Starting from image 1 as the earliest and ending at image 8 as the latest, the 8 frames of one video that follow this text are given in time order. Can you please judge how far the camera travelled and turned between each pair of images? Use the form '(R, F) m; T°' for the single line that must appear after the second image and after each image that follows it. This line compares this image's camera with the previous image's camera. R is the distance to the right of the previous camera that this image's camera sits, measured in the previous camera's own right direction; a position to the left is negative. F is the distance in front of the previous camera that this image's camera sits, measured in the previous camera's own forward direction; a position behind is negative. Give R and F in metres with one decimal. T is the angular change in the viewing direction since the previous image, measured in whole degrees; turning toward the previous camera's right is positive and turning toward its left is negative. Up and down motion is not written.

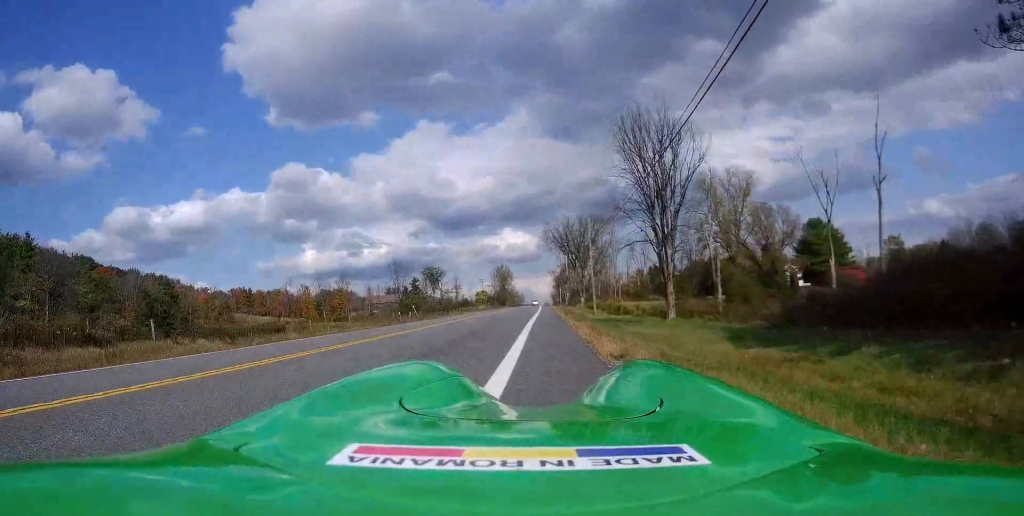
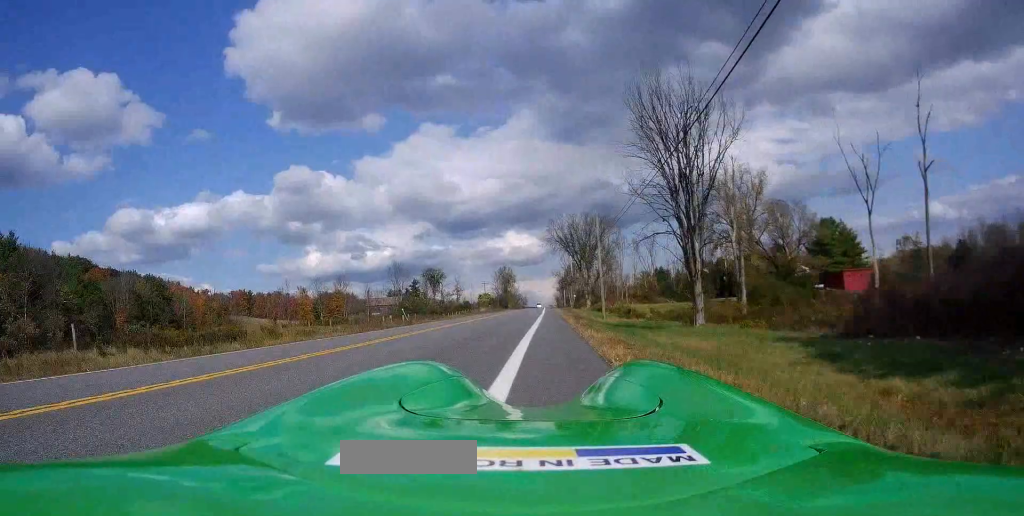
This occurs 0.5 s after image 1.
(-0.1, +5.3) m; +1°
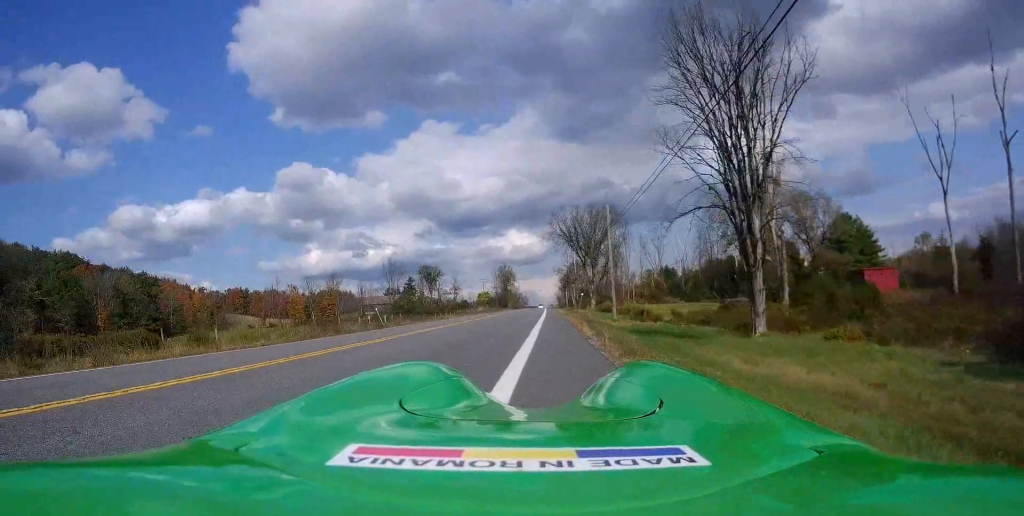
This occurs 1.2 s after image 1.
(+0.4, +7.9) m; +2°
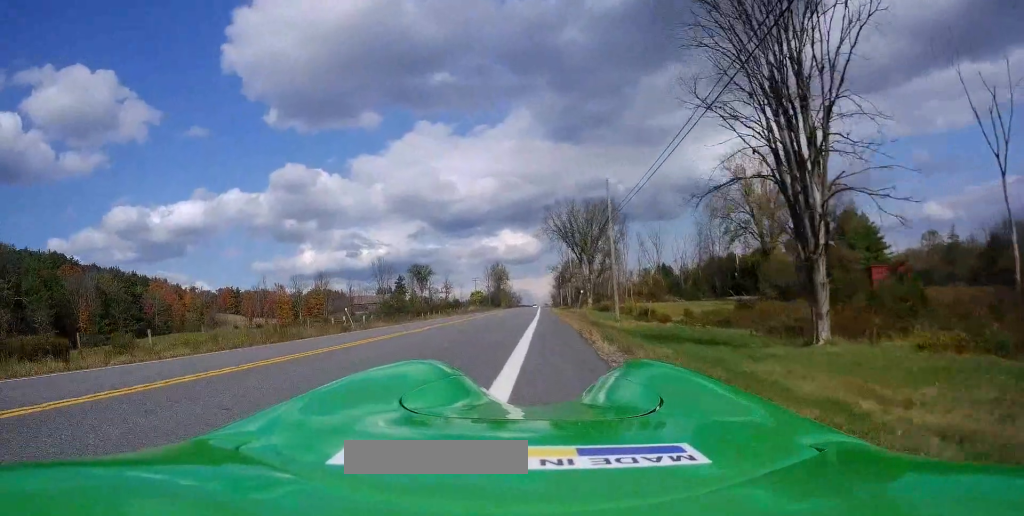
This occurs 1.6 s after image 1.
(+0.1, +5.1) m; +1°
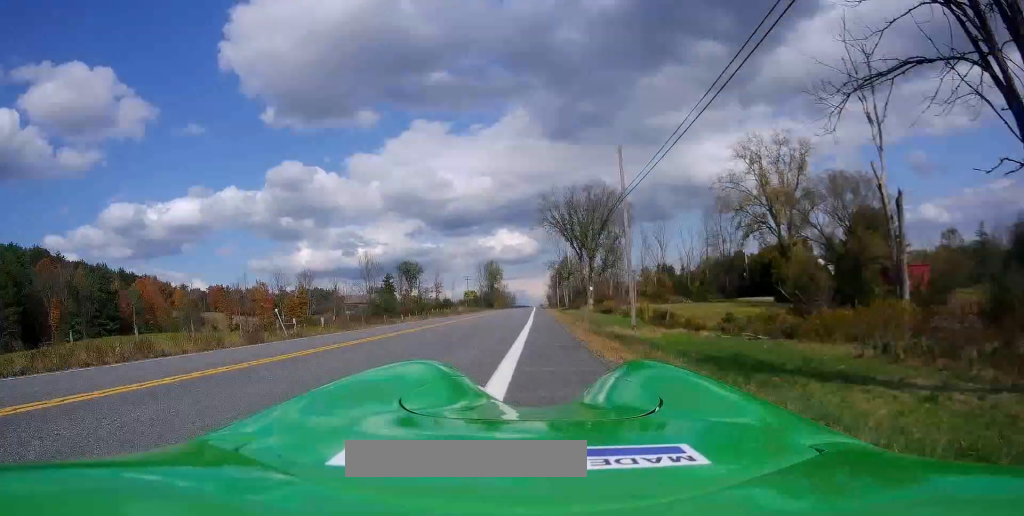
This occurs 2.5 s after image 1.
(0.0, +9.1) m; -1°
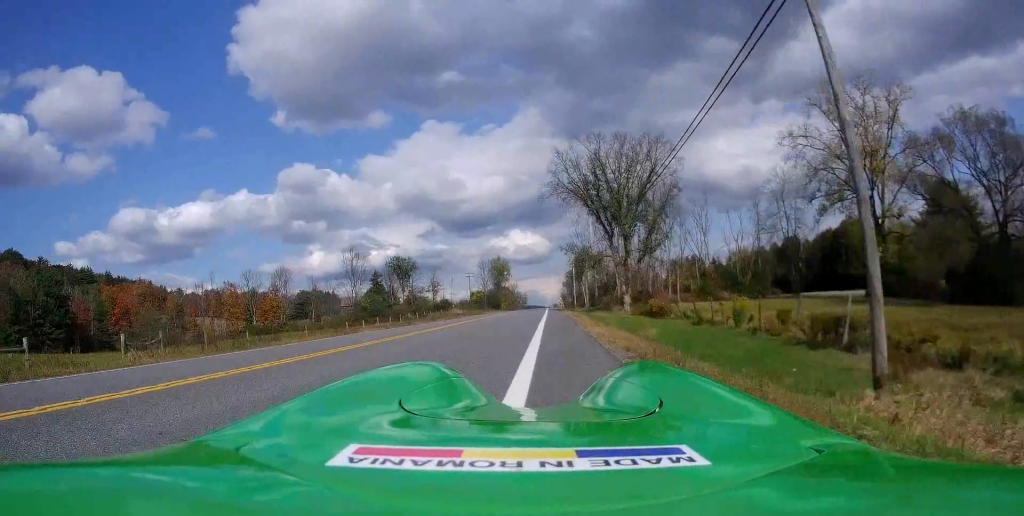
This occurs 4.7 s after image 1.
(-0.5, +23.5) m; +1°
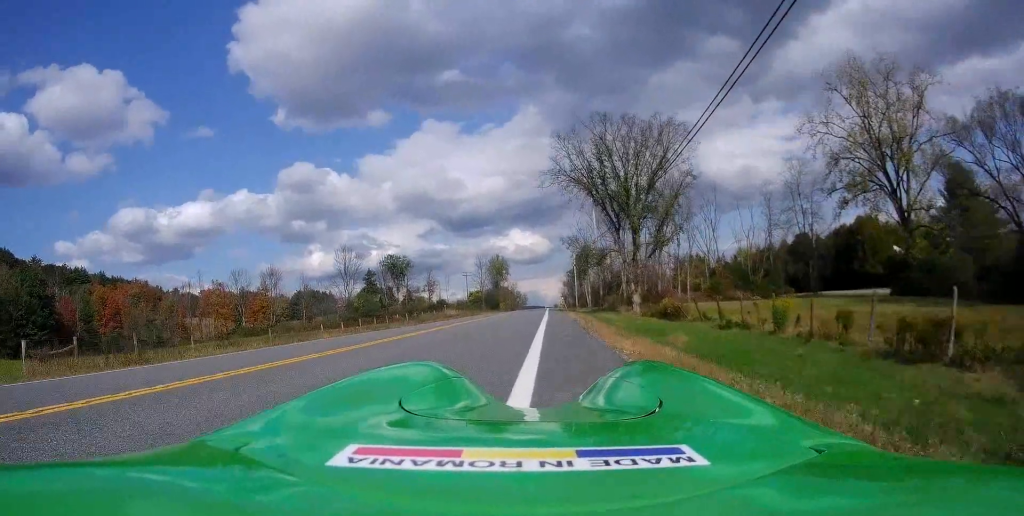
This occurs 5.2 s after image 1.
(+0.3, +5.5) m; +1°
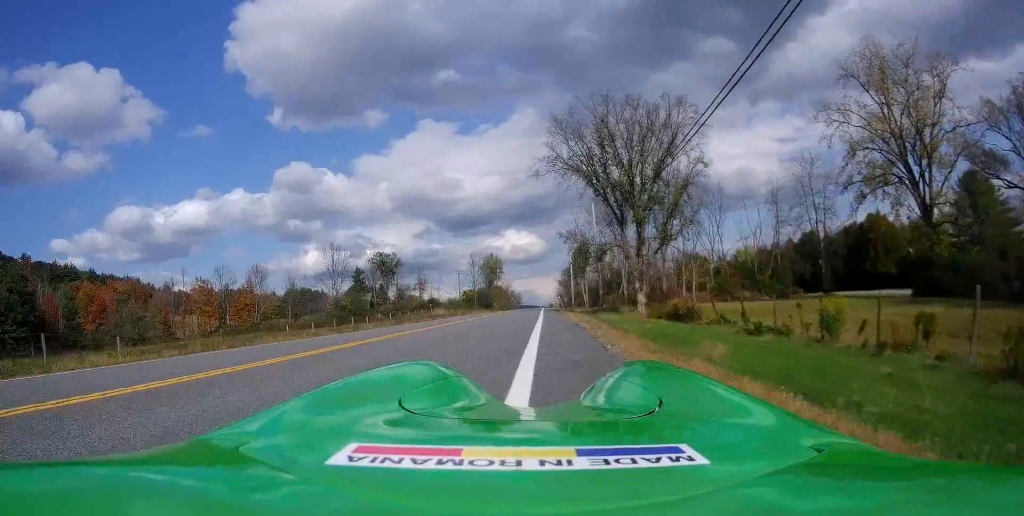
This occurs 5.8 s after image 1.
(-0.1, +5.0) m; -1°
